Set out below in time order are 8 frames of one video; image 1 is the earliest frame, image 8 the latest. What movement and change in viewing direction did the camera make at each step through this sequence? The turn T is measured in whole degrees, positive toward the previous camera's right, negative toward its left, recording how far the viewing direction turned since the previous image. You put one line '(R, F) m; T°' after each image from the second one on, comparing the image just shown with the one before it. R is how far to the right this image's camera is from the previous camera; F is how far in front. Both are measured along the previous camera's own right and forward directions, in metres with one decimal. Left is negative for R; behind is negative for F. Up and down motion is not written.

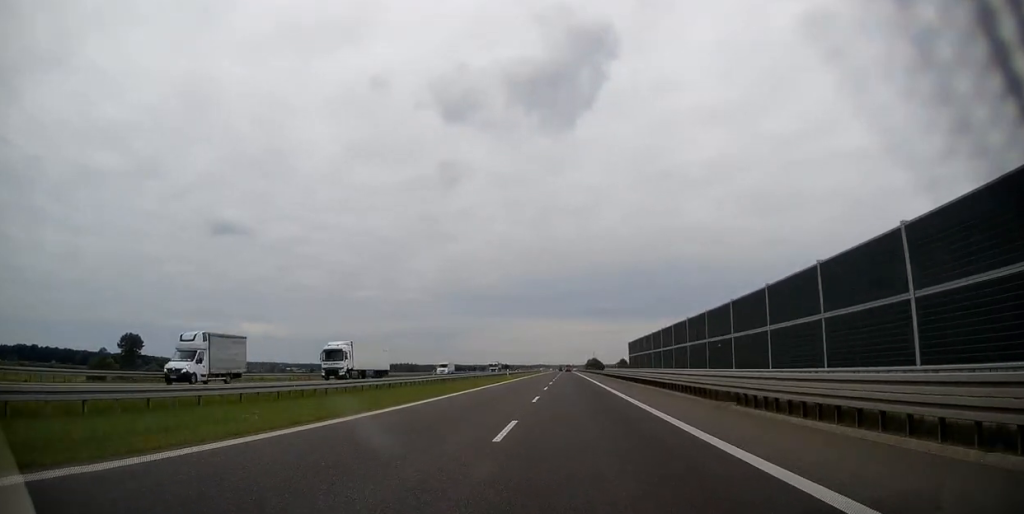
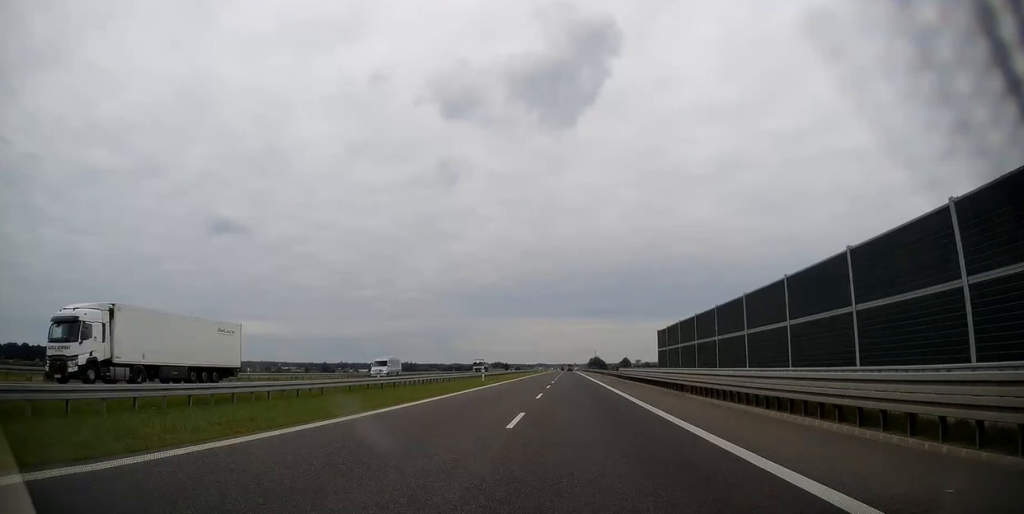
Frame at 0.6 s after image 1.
(+0.1, +22.1) m; 0°
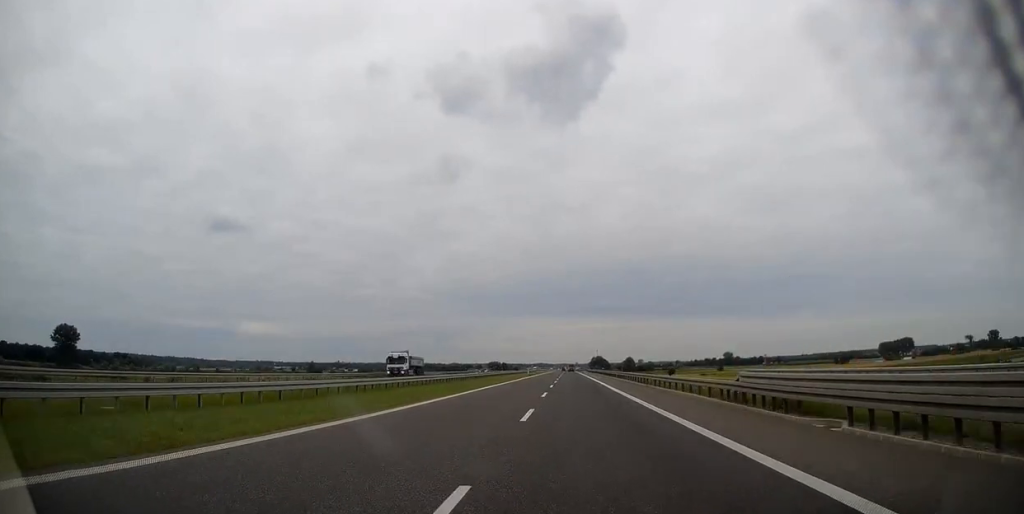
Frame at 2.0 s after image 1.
(-0.1, +46.6) m; 0°
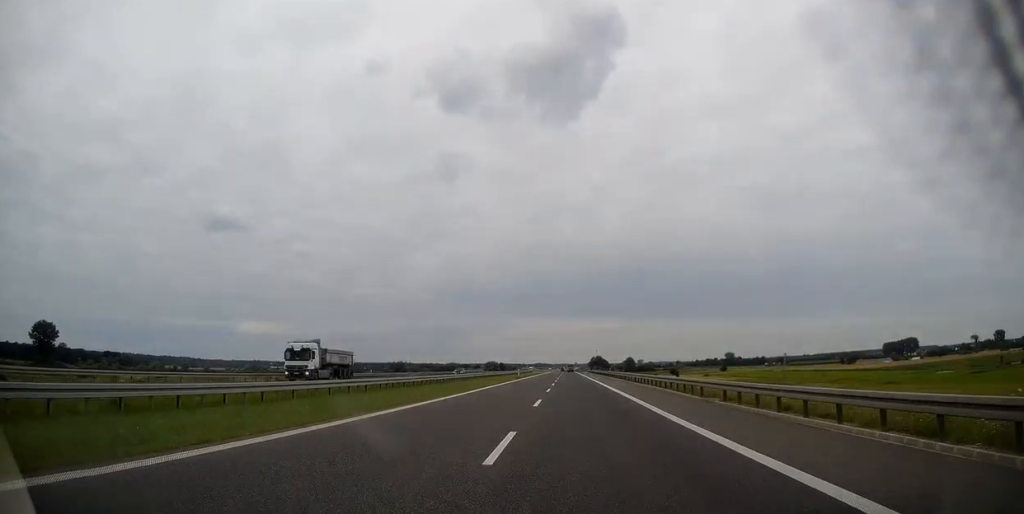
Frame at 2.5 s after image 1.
(+0.2, +18.6) m; 0°
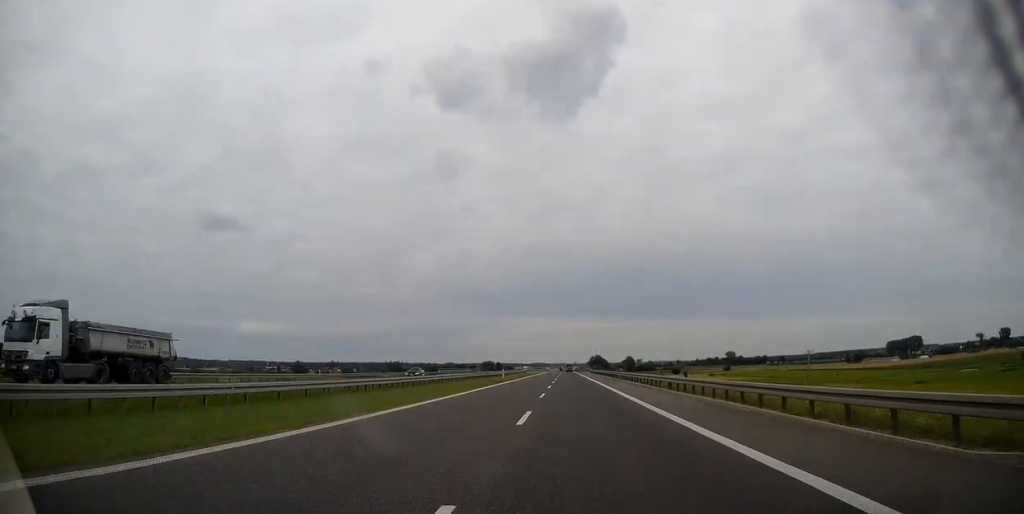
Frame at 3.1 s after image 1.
(-0.2, +19.8) m; 0°
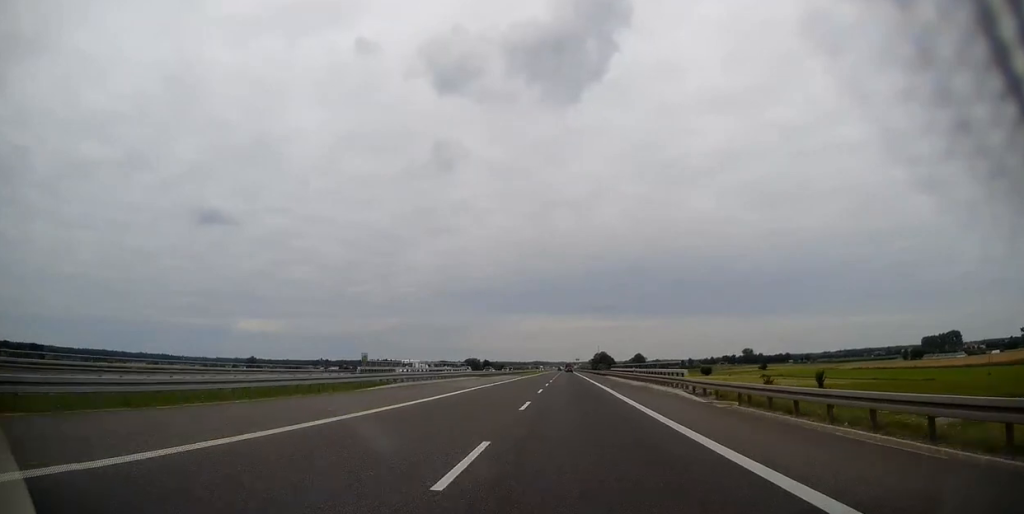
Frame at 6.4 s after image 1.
(+0.3, +116.3) m; 0°
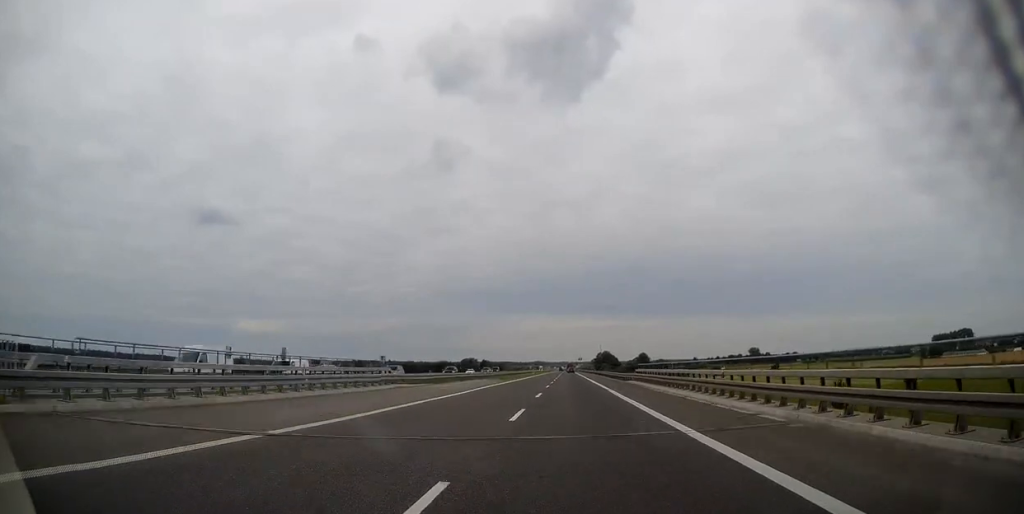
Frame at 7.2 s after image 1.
(-0.2, +27.8) m; 0°
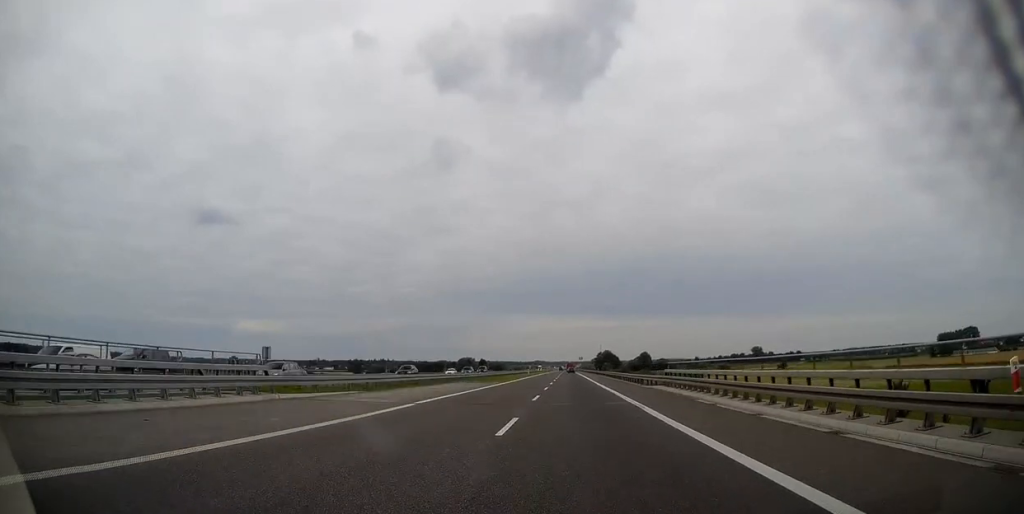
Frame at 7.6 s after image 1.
(0.0, +15.1) m; 0°
